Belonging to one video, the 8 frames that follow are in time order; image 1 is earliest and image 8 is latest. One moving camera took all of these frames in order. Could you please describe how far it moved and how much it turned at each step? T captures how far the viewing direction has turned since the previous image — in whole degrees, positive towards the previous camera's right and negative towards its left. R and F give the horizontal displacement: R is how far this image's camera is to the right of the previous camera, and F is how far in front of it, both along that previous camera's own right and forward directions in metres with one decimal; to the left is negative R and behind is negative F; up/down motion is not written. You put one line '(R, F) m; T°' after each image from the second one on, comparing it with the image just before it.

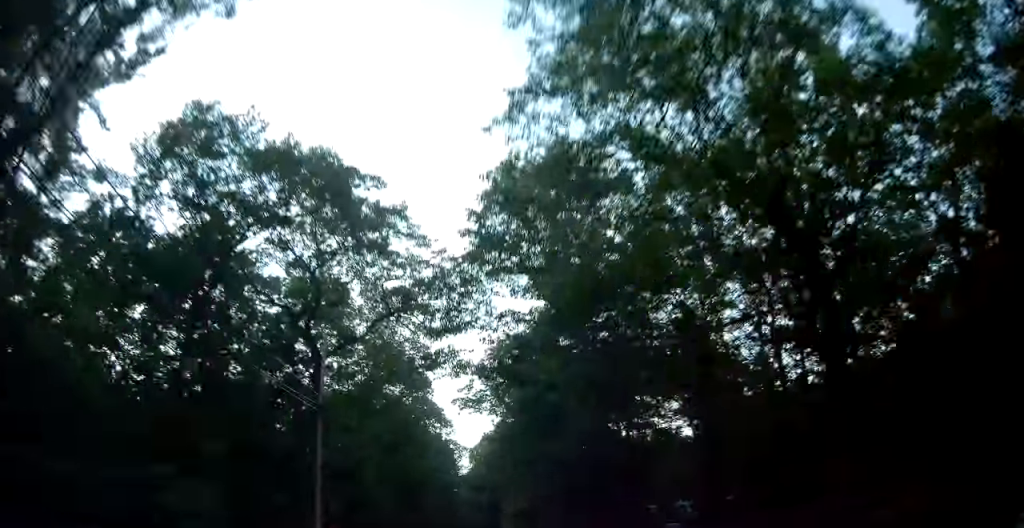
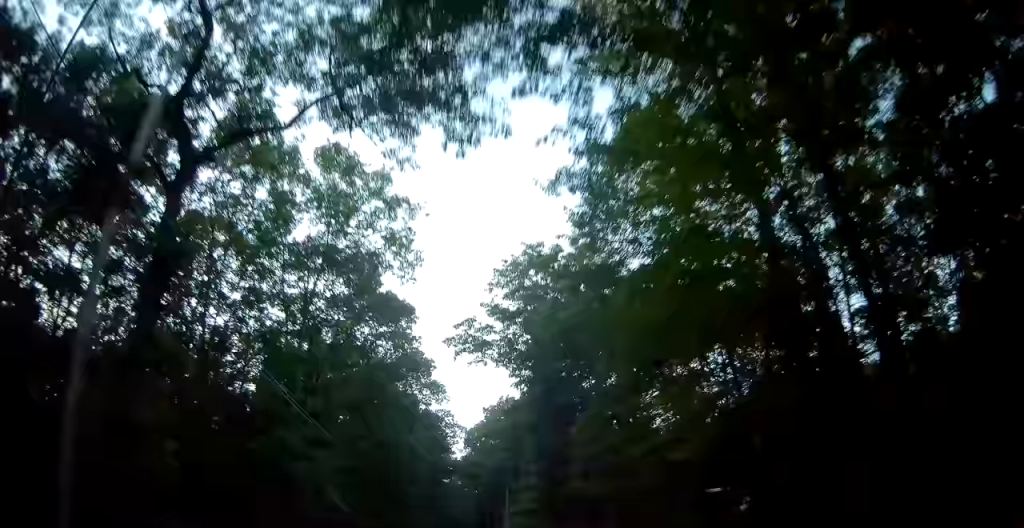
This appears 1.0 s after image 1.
(0.0, +16.5) m; 0°
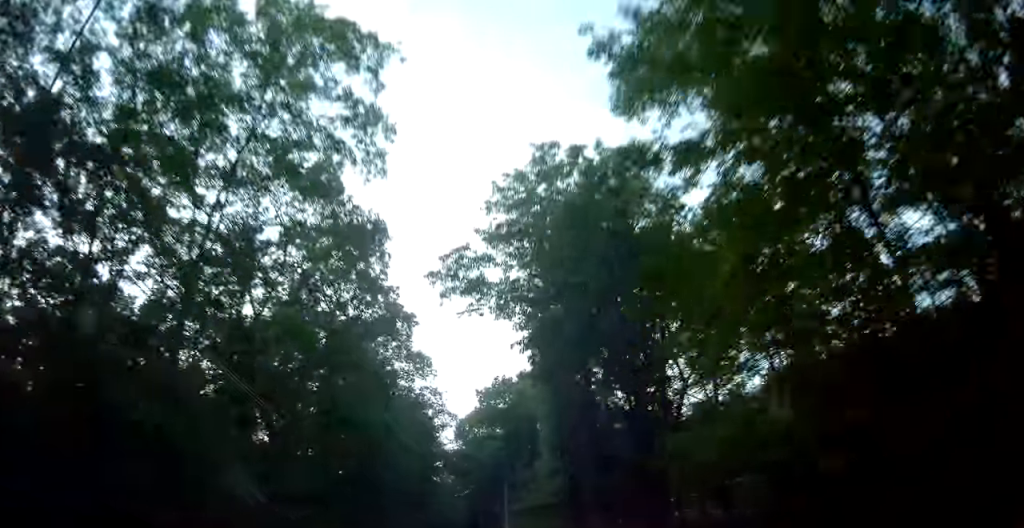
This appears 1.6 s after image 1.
(0.0, +10.2) m; +1°
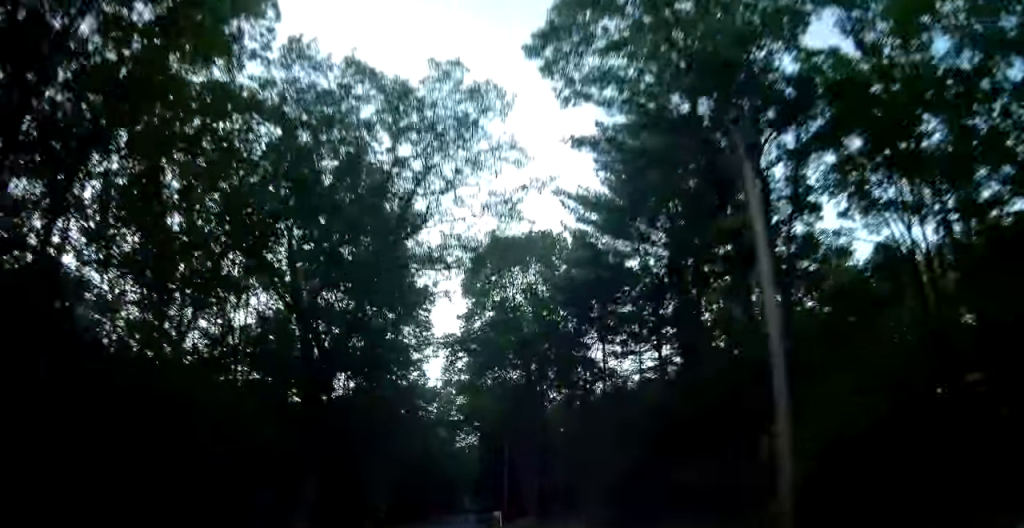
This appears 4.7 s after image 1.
(0.0, +50.8) m; -2°
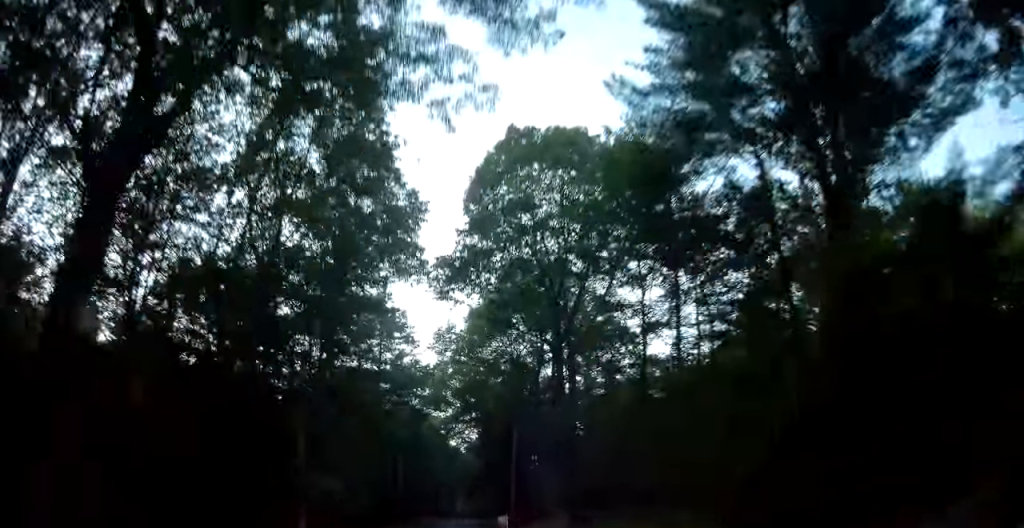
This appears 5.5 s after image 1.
(0.0, +13.8) m; +1°
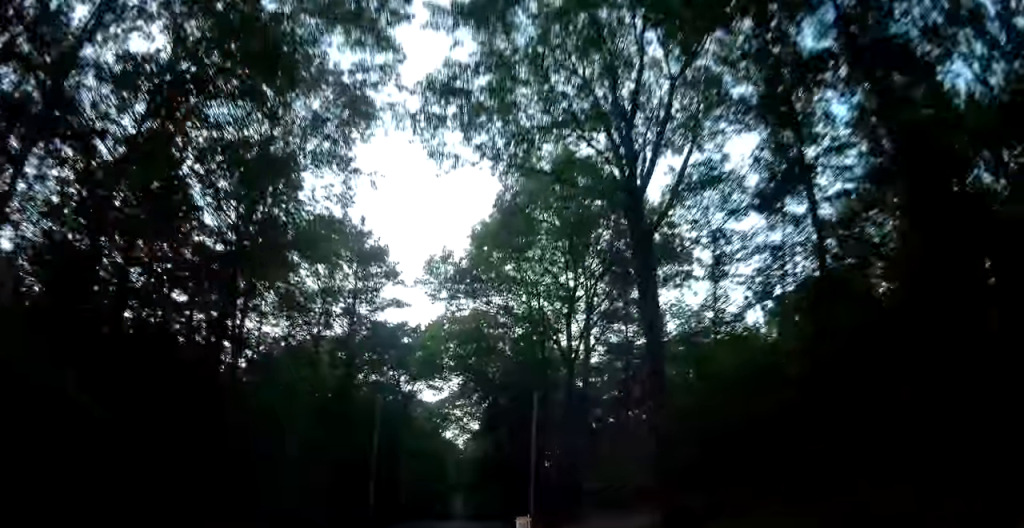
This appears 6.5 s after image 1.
(+0.3, +15.2) m; 0°
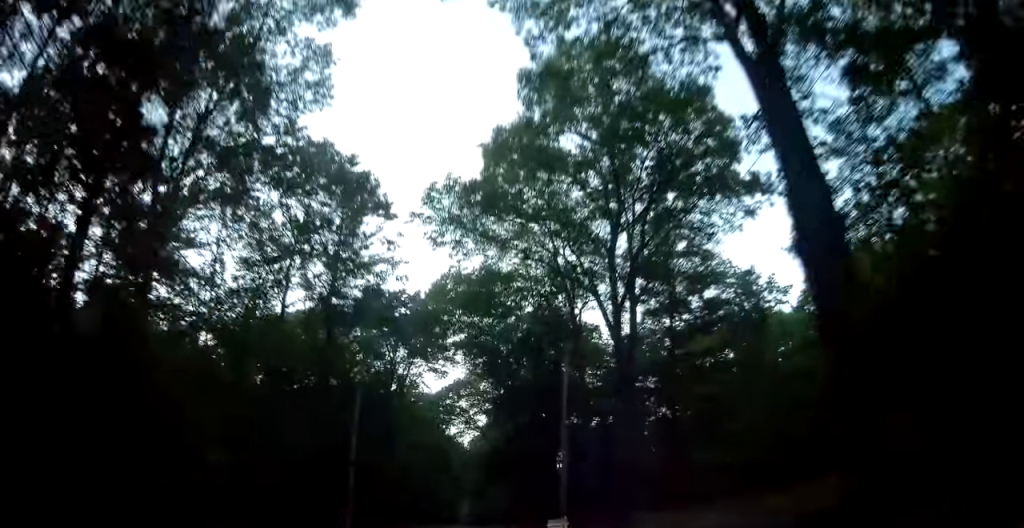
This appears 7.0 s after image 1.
(0.0, +9.2) m; 0°
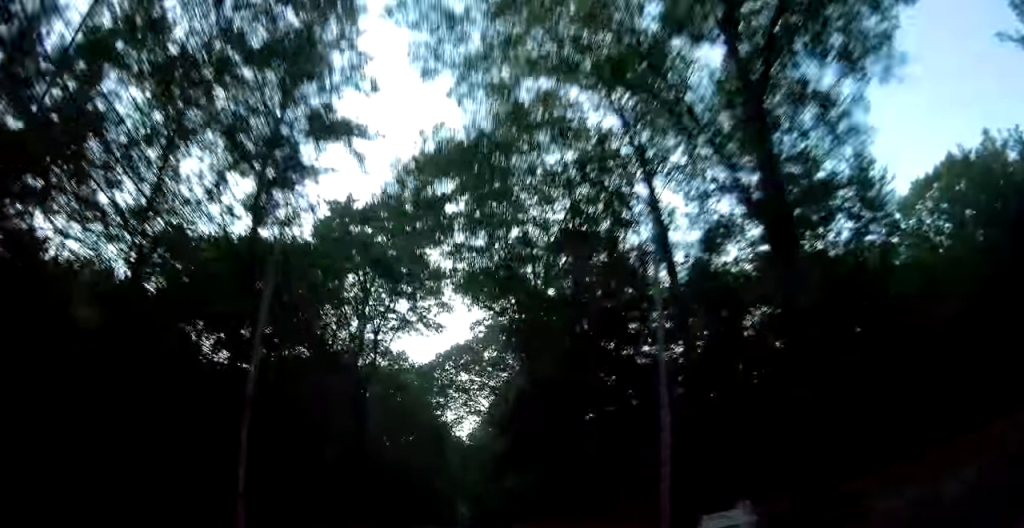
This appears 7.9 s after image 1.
(-0.3, +14.5) m; 0°
